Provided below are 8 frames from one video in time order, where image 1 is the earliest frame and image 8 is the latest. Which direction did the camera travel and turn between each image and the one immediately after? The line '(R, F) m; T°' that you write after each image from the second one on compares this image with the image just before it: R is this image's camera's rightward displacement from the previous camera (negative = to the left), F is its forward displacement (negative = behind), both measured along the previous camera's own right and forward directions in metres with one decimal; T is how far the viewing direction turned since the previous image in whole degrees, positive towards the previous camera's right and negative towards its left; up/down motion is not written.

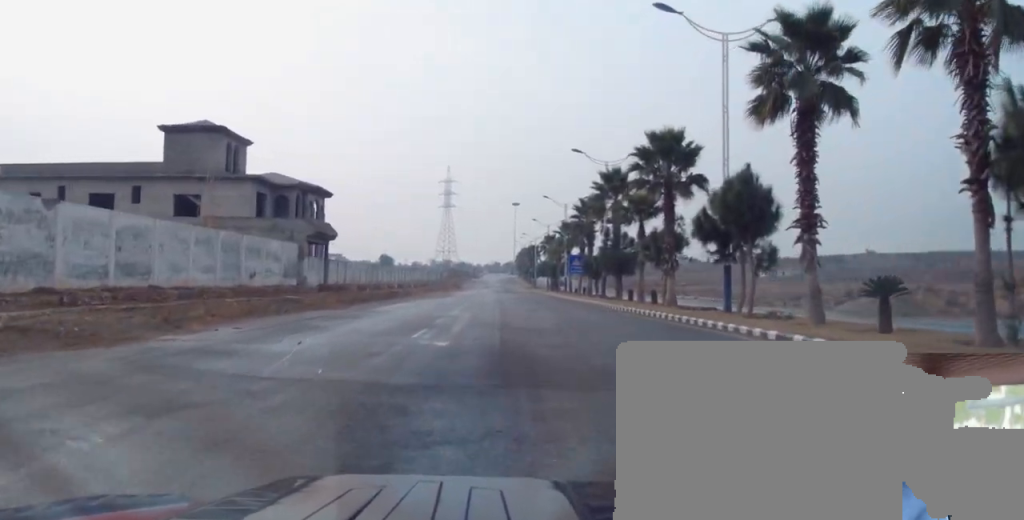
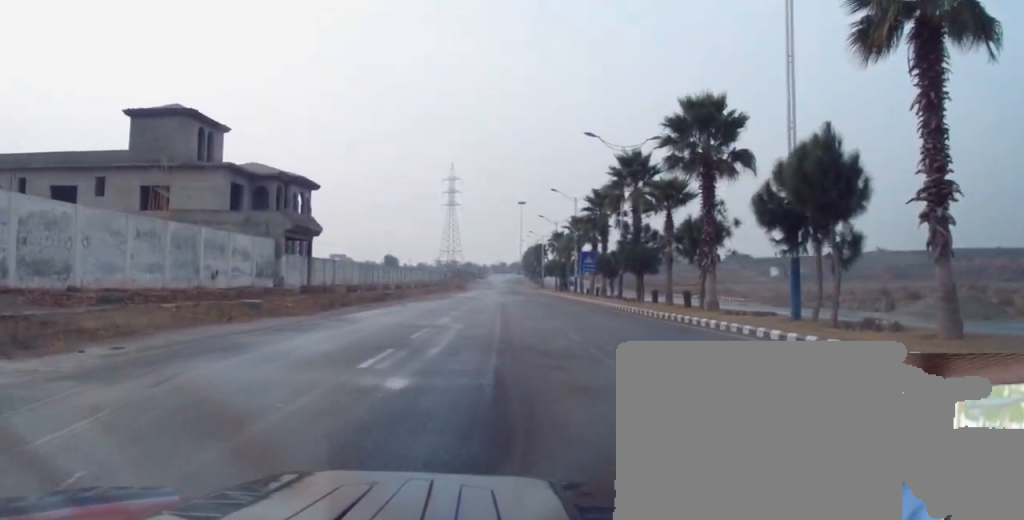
(+0.1, +6.1) m; +1°
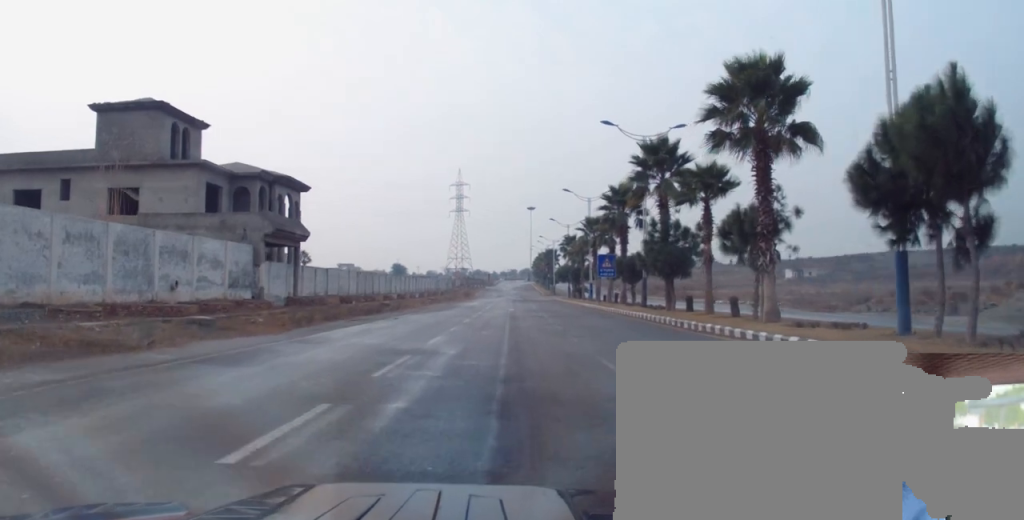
(0.0, +5.2) m; -1°
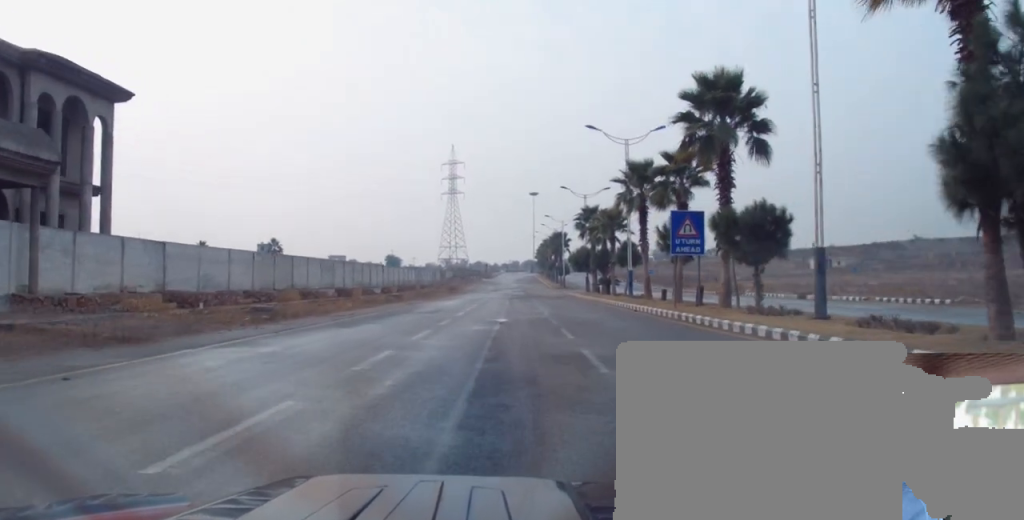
(-0.5, +25.0) m; 0°
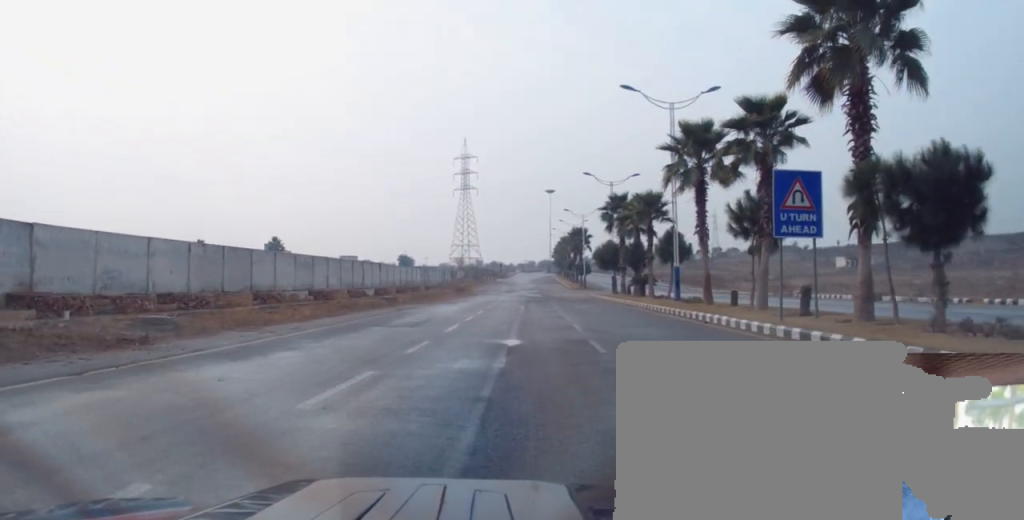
(-0.2, +9.3) m; -2°
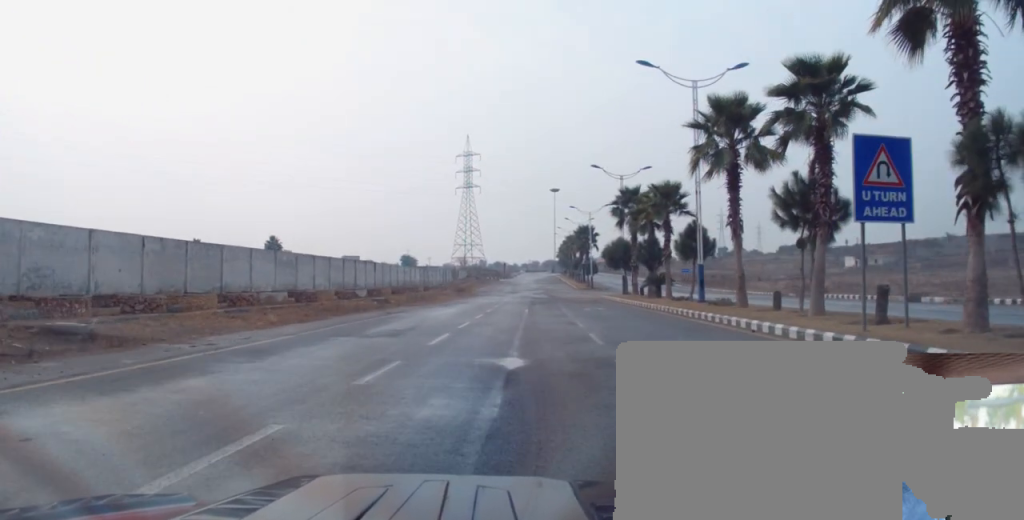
(-0.1, +4.3) m; 0°
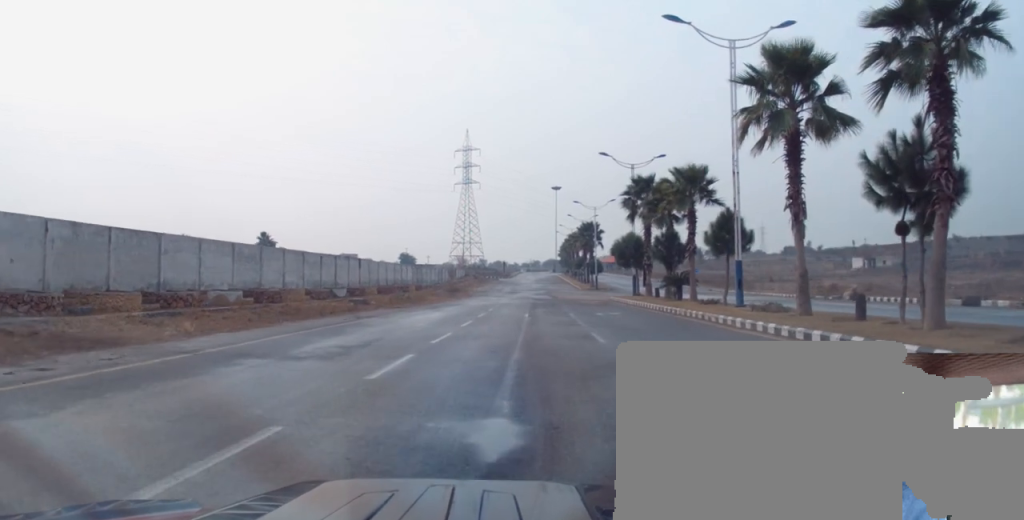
(0.0, +5.8) m; +3°
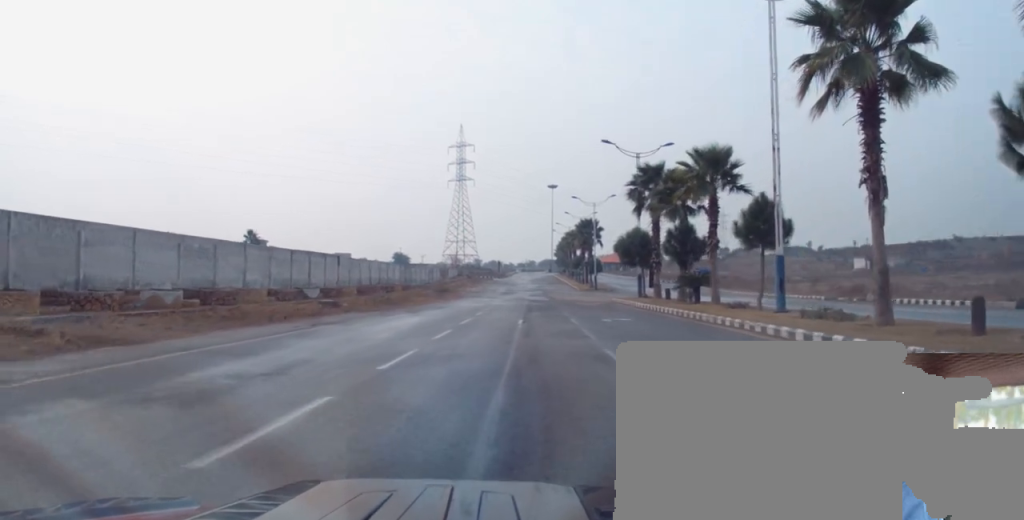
(+0.2, +4.8) m; +1°
